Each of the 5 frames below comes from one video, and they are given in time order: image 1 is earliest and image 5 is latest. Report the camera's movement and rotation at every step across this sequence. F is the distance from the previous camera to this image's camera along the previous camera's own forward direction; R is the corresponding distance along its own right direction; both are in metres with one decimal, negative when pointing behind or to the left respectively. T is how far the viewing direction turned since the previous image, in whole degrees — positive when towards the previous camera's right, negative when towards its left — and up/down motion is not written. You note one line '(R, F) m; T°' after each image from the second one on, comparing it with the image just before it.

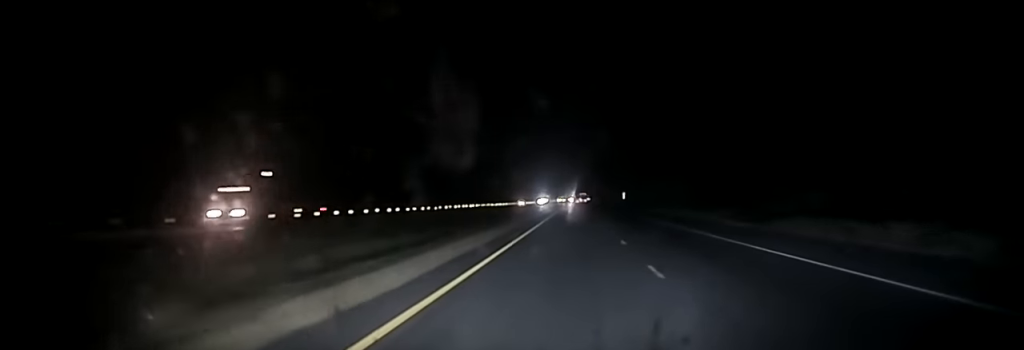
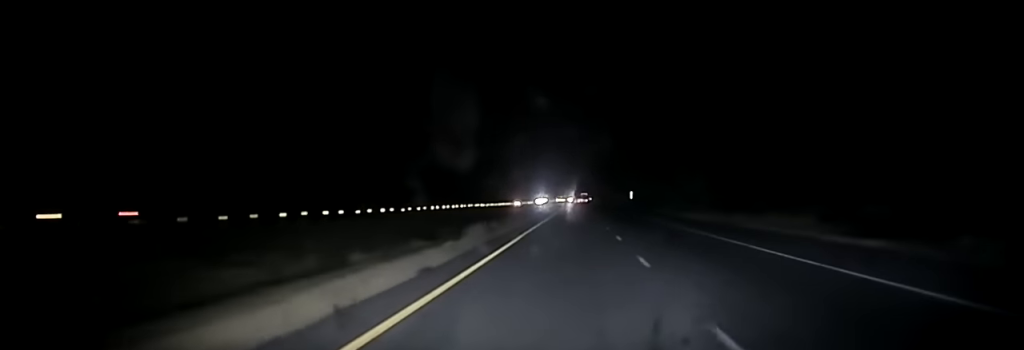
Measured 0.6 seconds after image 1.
(0.0, +18.3) m; 0°
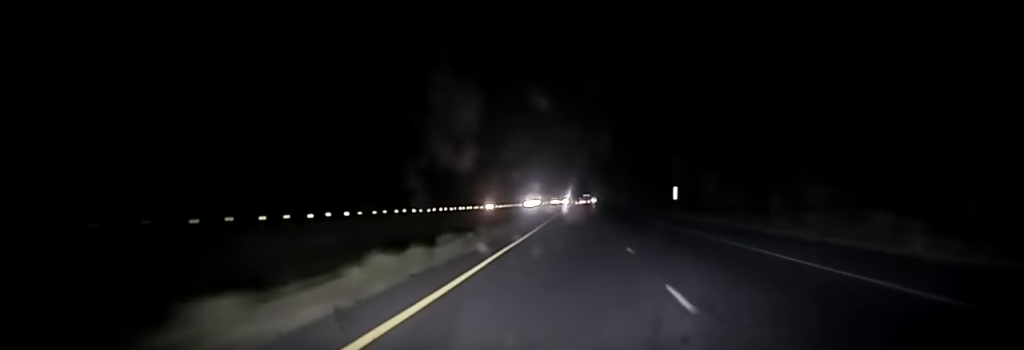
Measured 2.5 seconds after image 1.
(+0.3, +67.0) m; +1°
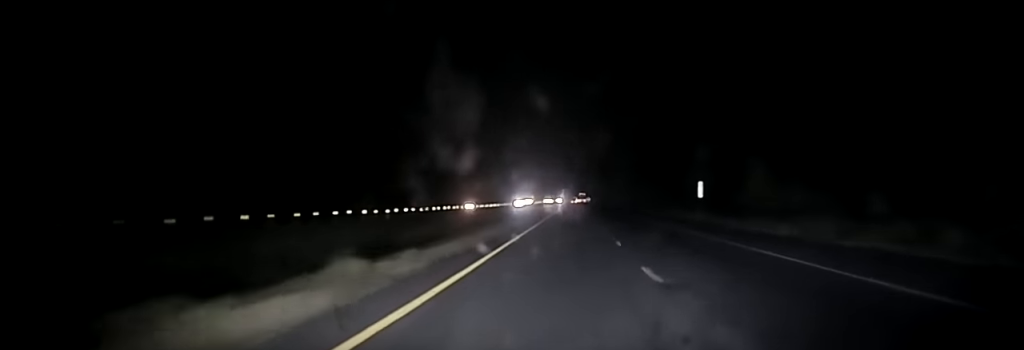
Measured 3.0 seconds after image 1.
(+0.1, +22.4) m; 0°
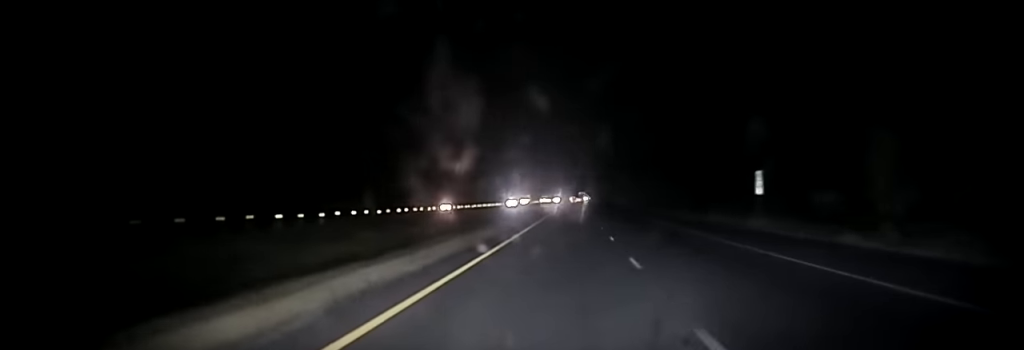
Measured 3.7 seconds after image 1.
(0.0, +24.7) m; 0°
